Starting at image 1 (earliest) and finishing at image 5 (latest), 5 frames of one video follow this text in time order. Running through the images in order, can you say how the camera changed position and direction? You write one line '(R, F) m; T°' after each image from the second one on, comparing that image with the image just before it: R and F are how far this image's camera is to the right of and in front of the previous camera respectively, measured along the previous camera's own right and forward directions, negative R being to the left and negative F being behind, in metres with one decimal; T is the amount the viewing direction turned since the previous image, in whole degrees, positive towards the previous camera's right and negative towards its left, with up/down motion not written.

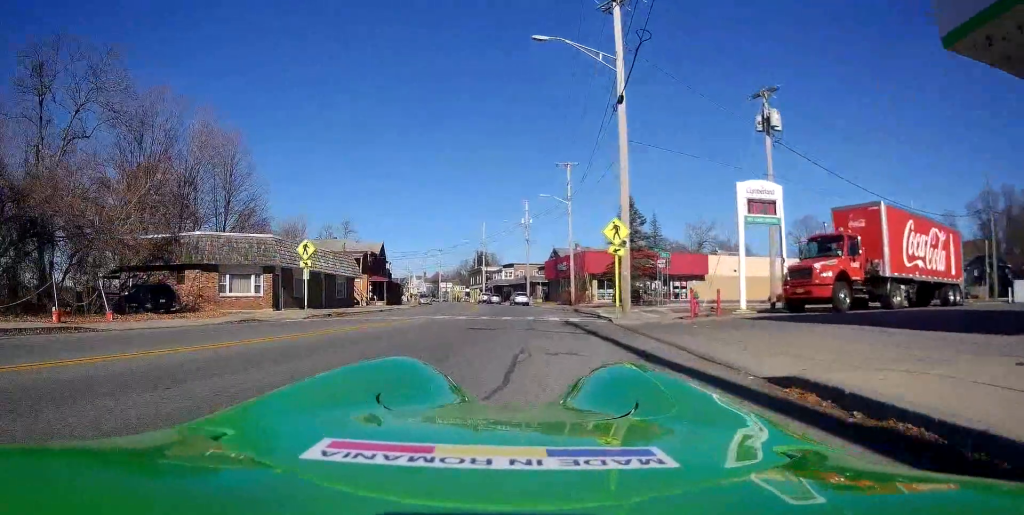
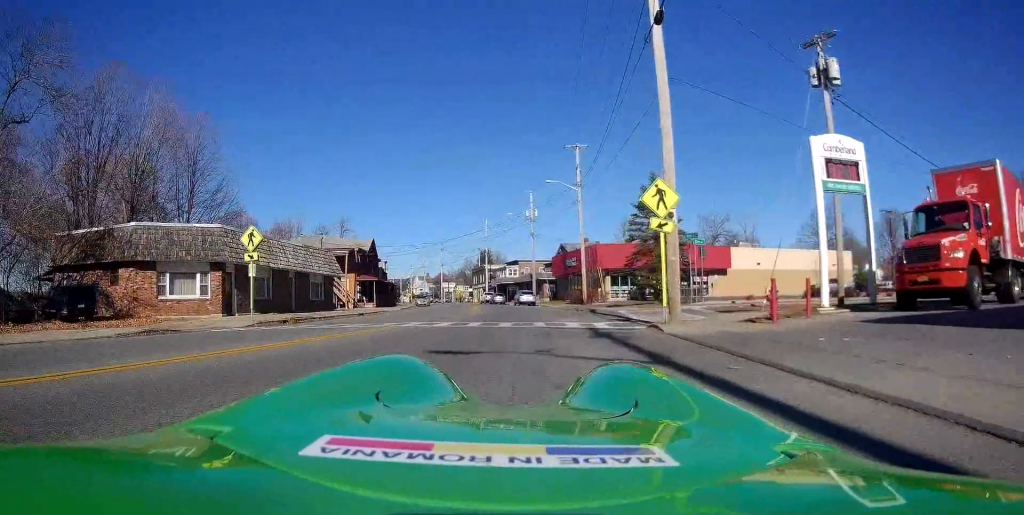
(0.0, +6.6) m; -2°
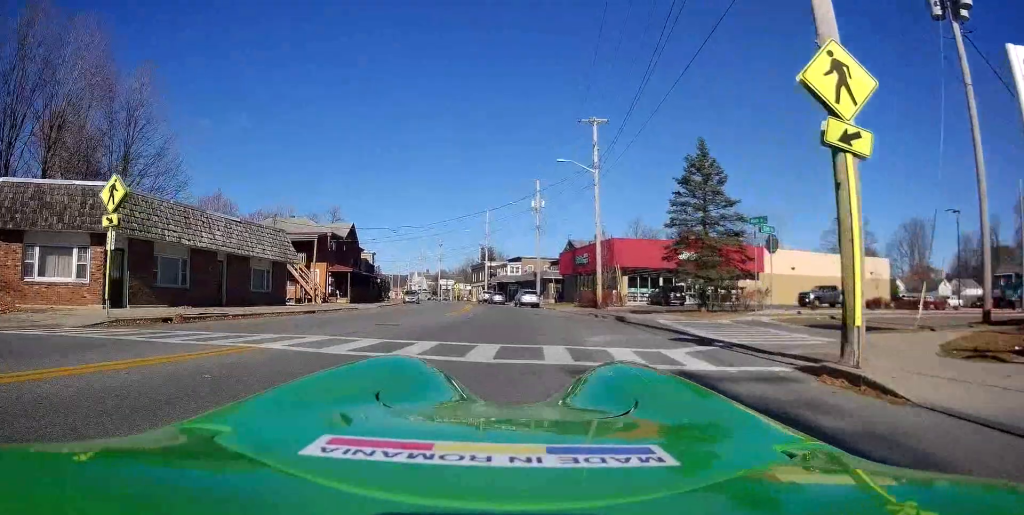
(-0.3, +9.1) m; -2°
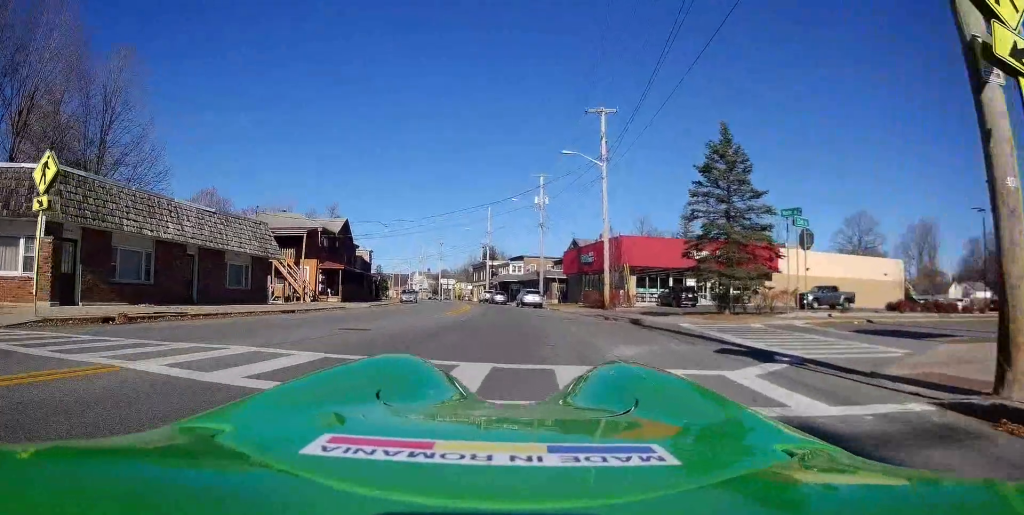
(0.0, +2.7) m; 0°
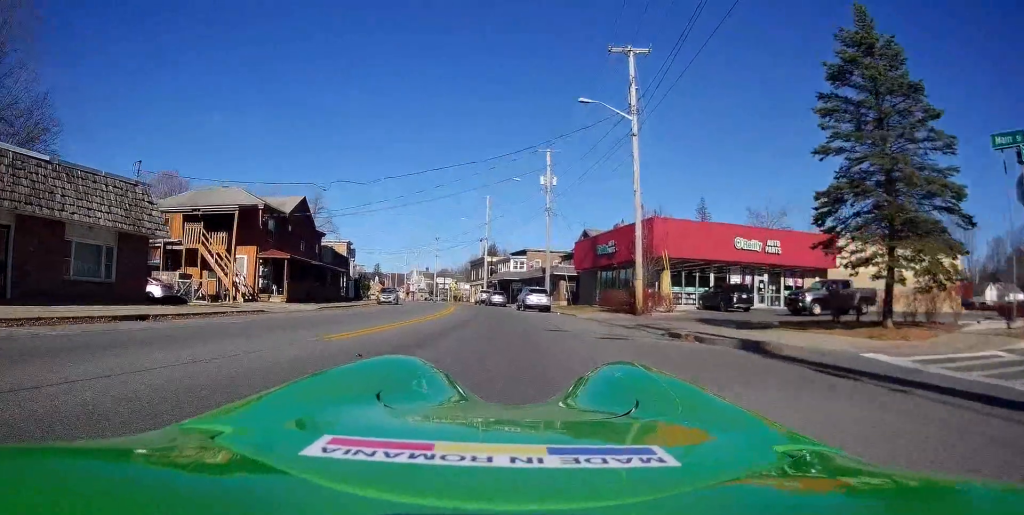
(0.0, +11.0) m; 0°
